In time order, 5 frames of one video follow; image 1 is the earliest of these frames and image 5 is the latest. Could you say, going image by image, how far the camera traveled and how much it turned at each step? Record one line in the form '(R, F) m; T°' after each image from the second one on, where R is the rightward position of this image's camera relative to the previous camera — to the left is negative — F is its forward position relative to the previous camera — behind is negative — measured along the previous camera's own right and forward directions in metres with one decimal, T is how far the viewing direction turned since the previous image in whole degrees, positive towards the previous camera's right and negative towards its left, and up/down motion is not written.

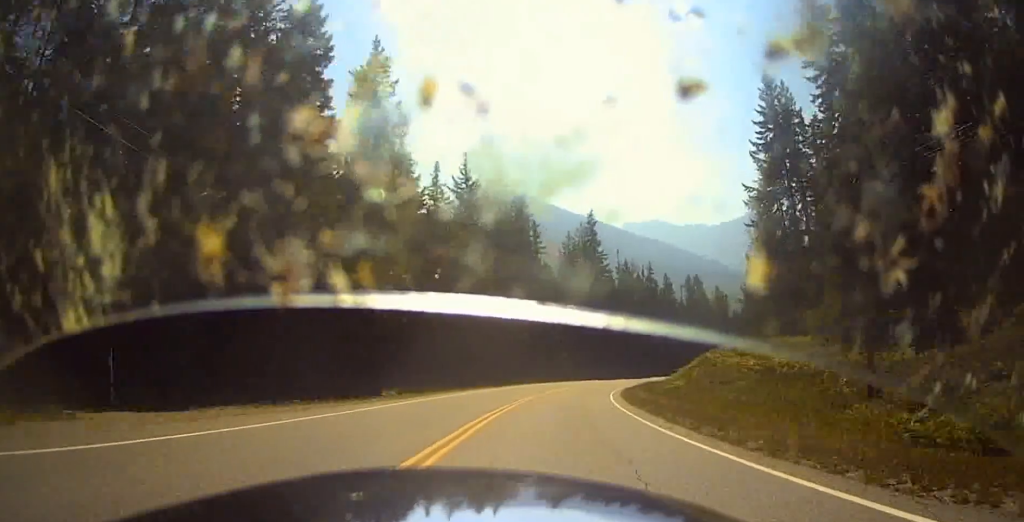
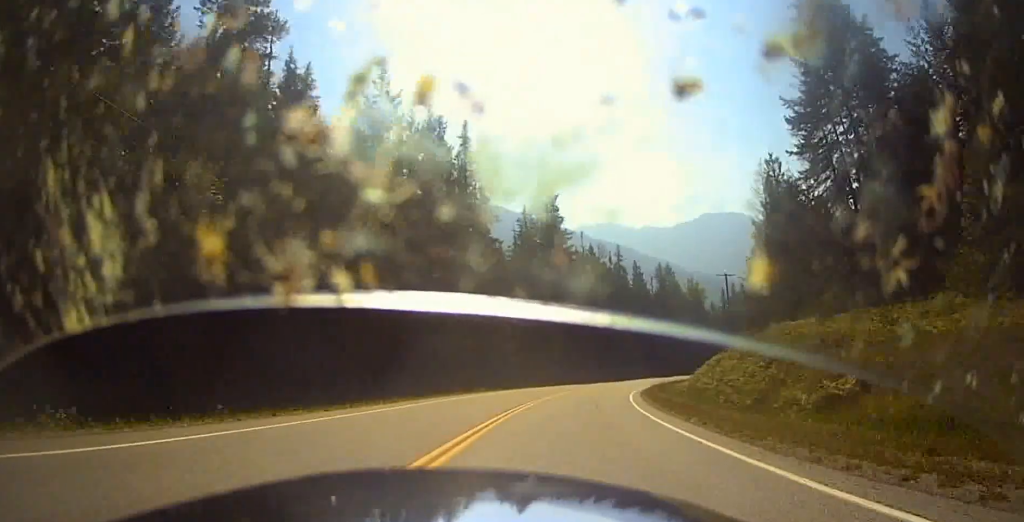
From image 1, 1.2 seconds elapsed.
(+1.9, +23.7) m; +4°
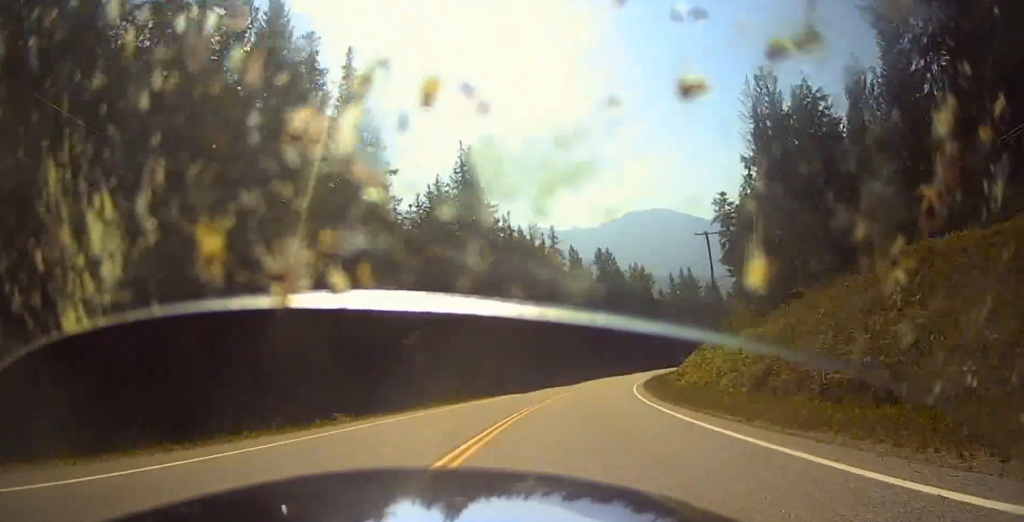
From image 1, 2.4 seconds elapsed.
(+0.4, +23.5) m; +3°
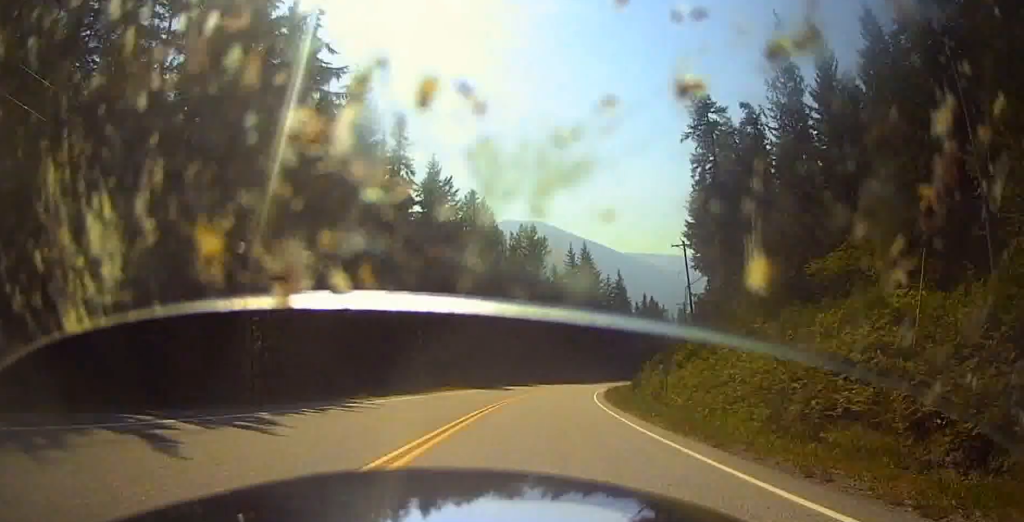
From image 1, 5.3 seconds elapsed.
(+4.3, +56.7) m; +9°
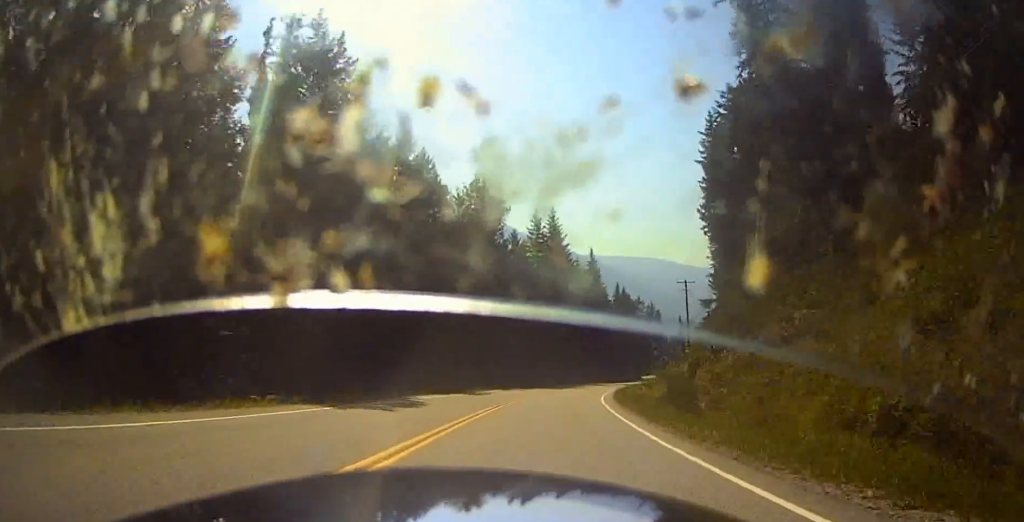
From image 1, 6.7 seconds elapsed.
(+0.8, +28.8) m; +4°
